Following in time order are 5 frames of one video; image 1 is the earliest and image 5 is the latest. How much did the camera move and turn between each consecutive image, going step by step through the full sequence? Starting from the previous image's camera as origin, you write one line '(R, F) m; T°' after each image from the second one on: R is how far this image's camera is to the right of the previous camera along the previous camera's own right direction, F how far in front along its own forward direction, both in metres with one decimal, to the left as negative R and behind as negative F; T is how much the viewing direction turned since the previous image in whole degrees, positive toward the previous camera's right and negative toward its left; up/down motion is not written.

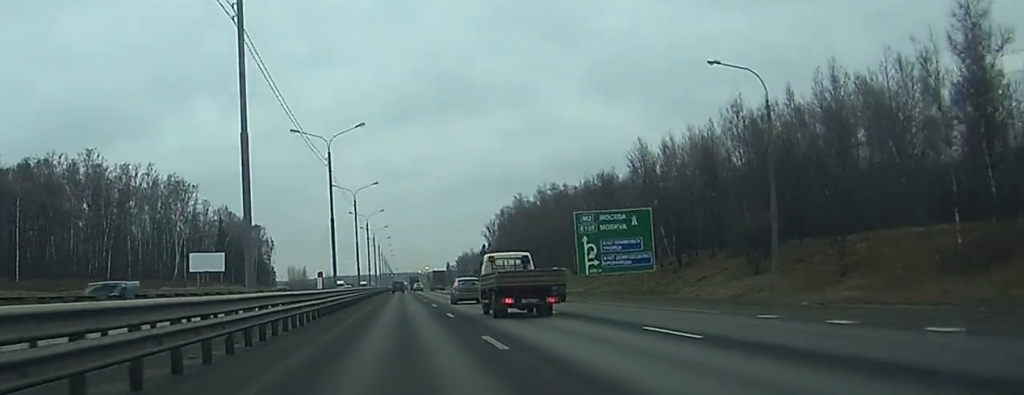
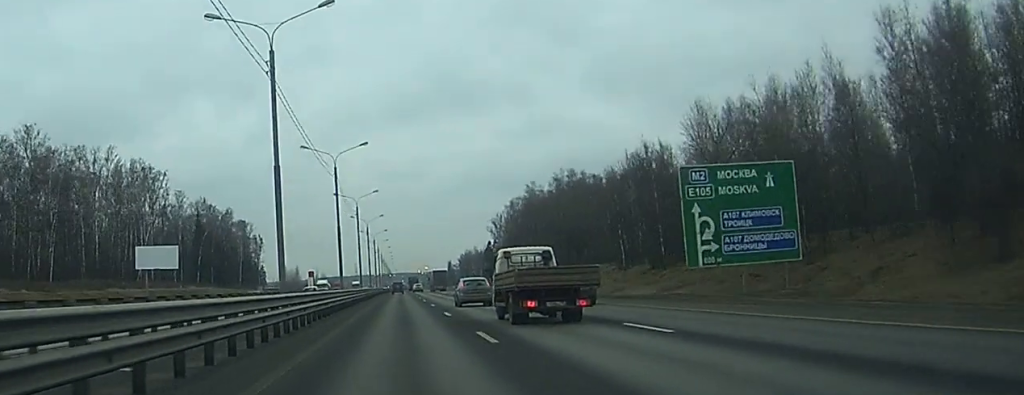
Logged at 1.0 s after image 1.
(-0.5, +30.2) m; -1°
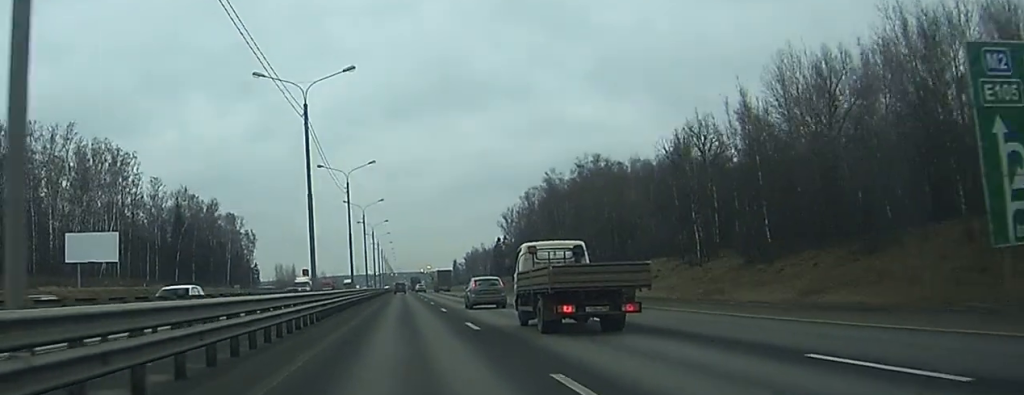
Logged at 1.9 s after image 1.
(0.0, +26.4) m; 0°
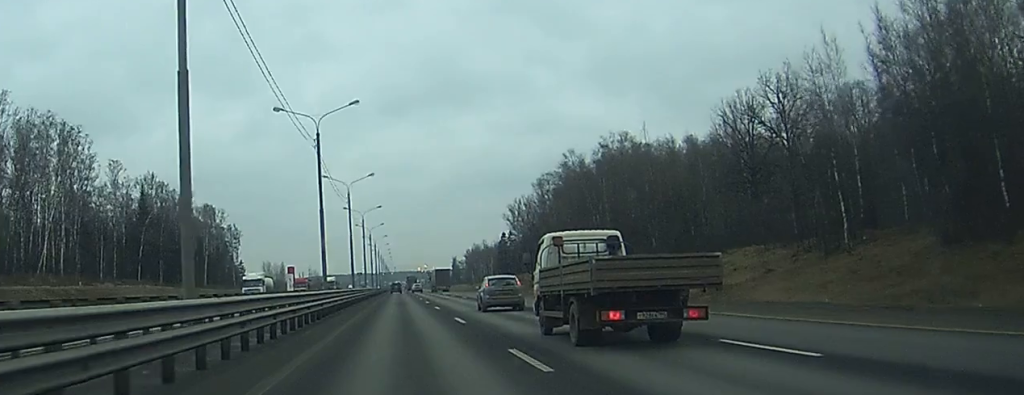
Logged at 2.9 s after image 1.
(0.0, +28.5) m; 0°
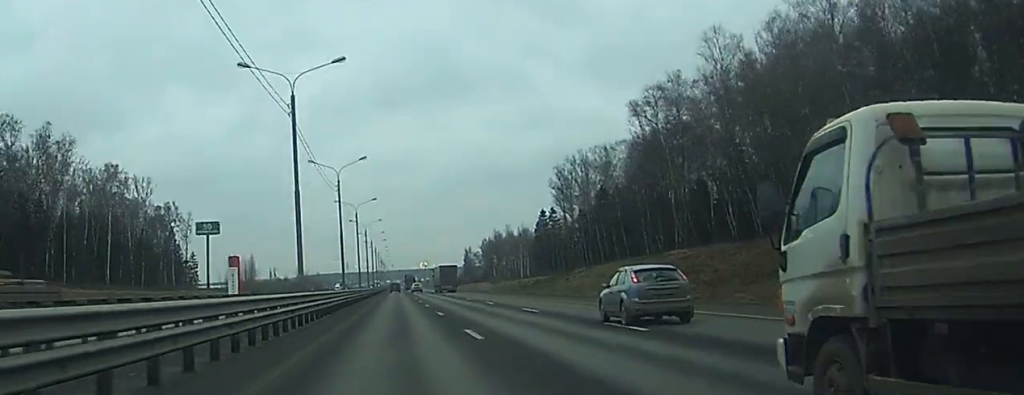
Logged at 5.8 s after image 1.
(+0.3, +88.7) m; 0°
